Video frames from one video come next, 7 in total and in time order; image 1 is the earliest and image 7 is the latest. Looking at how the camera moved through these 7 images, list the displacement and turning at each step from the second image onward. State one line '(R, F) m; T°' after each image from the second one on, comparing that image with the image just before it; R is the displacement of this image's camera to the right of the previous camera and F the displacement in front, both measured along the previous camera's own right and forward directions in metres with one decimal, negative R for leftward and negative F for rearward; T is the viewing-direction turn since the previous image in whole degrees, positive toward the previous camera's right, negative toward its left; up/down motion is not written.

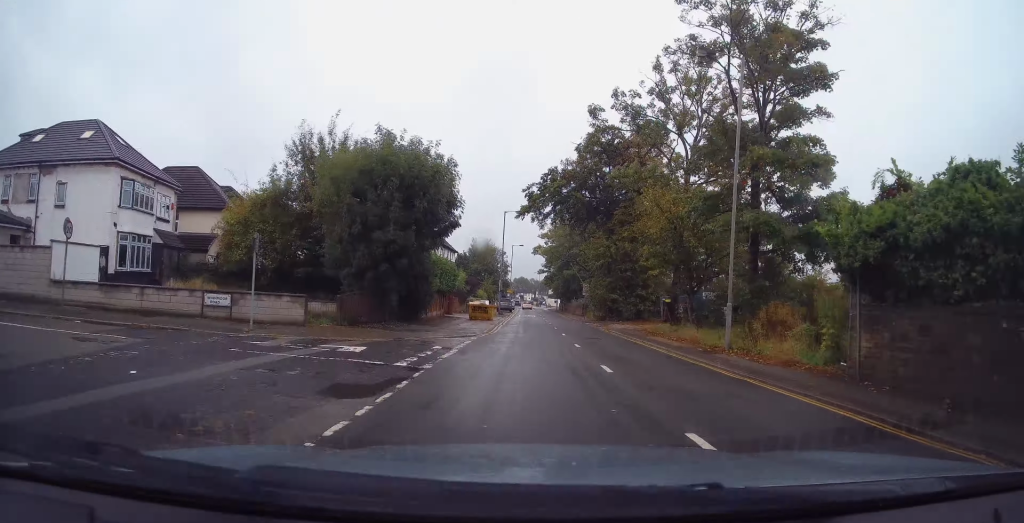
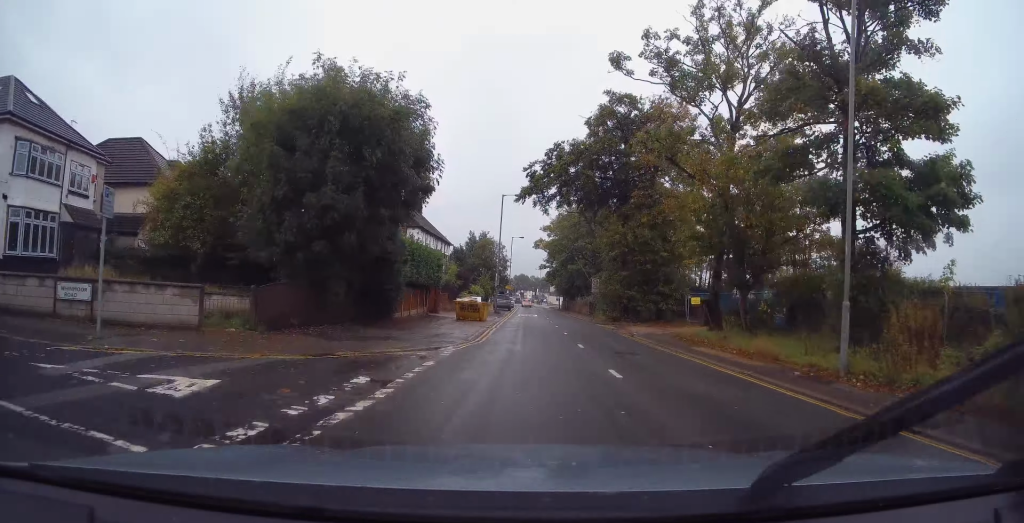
(0.0, +7.0) m; -1°
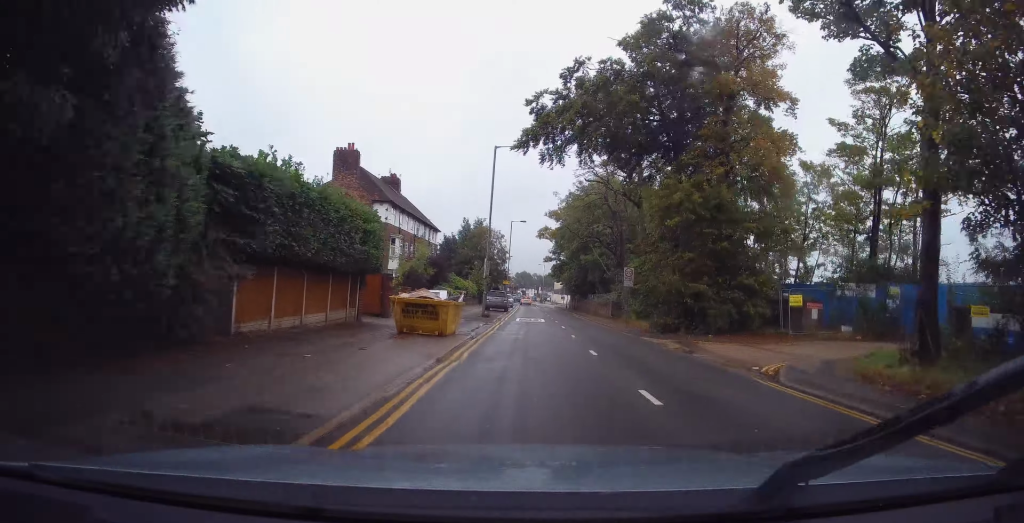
(-0.4, +14.3) m; -2°
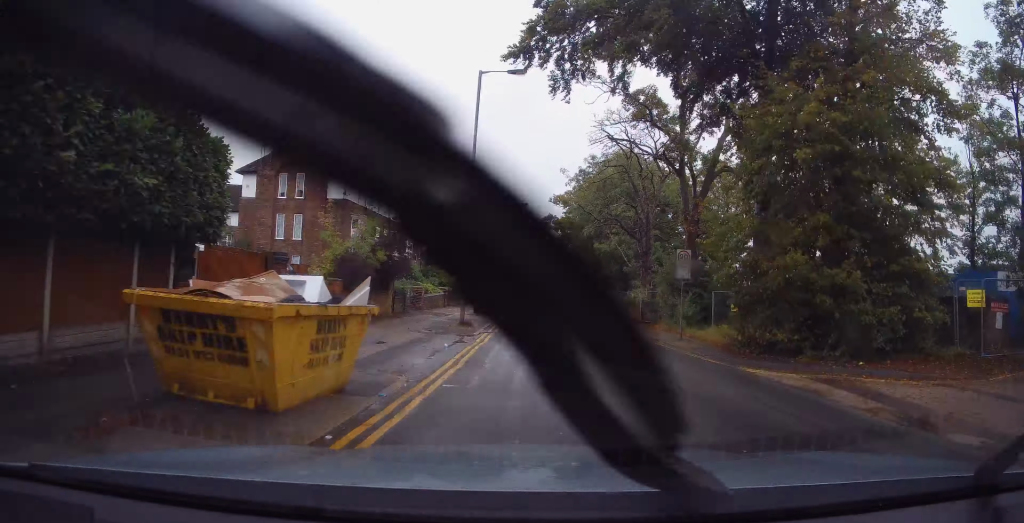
(-0.1, +10.9) m; 0°
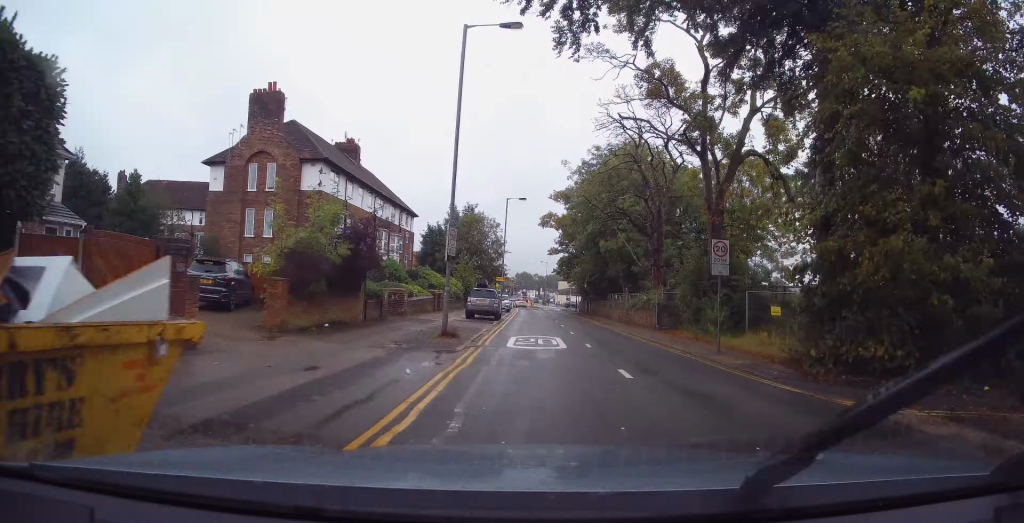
(-0.1, +4.5) m; 0°
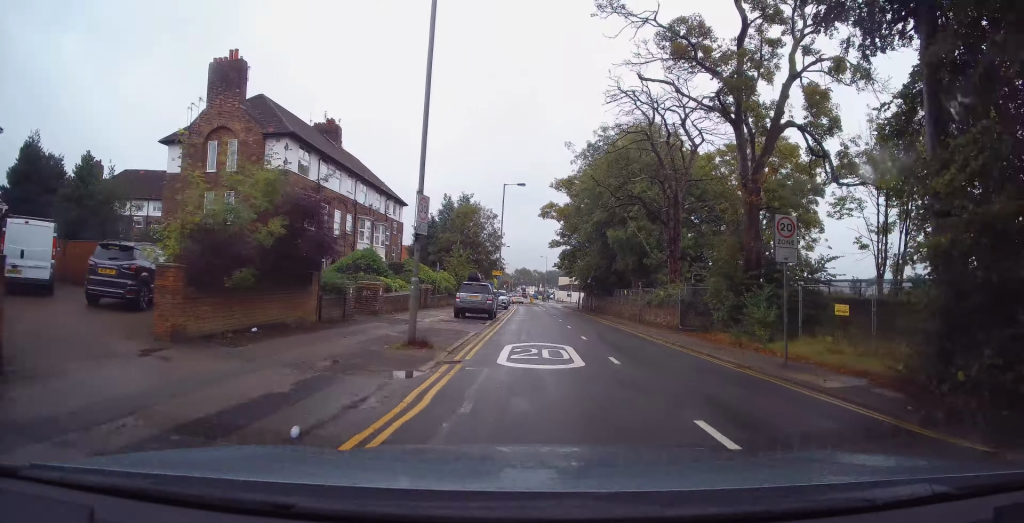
(+0.2, +4.7) m; +1°
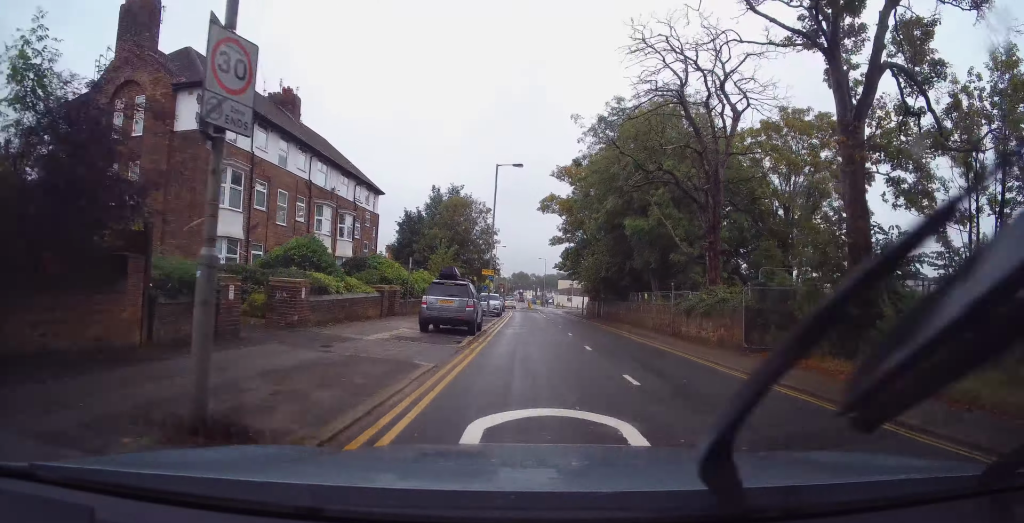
(+0.1, +8.5) m; 0°
